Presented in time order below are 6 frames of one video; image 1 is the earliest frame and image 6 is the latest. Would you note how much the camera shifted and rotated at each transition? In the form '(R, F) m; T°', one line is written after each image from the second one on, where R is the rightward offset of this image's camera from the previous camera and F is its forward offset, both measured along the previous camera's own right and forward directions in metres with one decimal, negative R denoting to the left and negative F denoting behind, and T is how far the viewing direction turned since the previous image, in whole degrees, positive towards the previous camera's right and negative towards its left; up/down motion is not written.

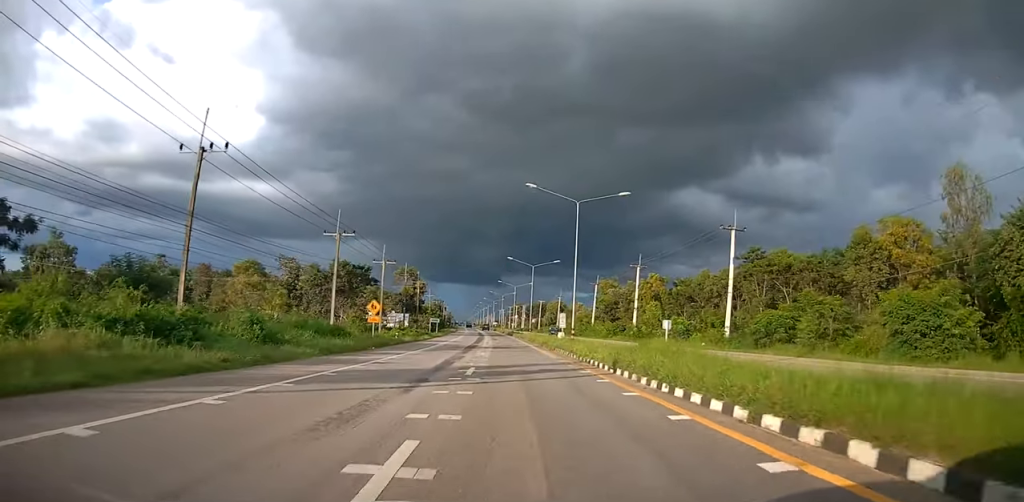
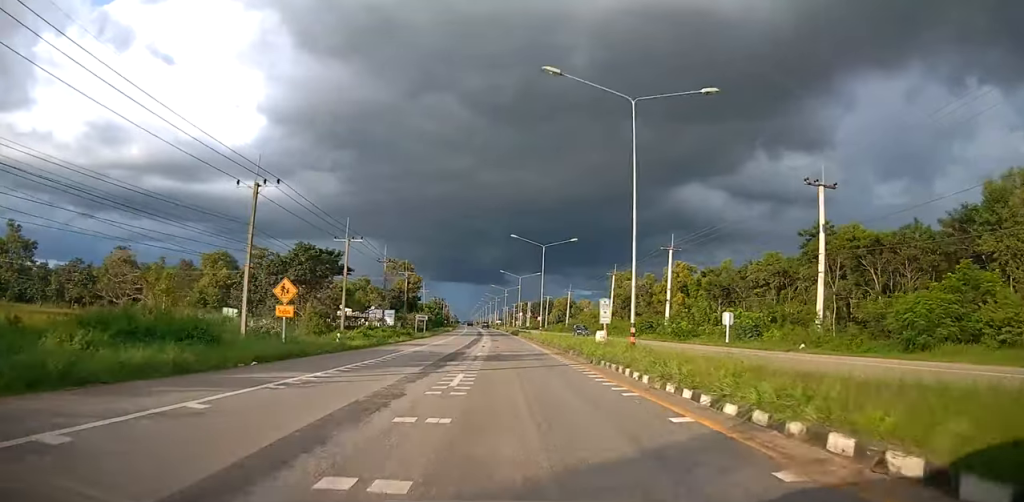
(-0.4, +15.5) m; 0°
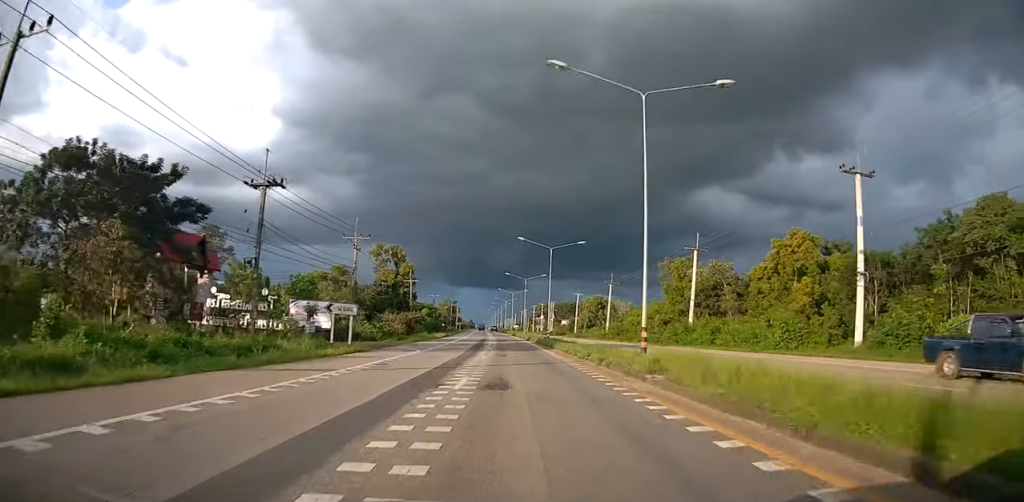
(+0.2, +36.8) m; -1°
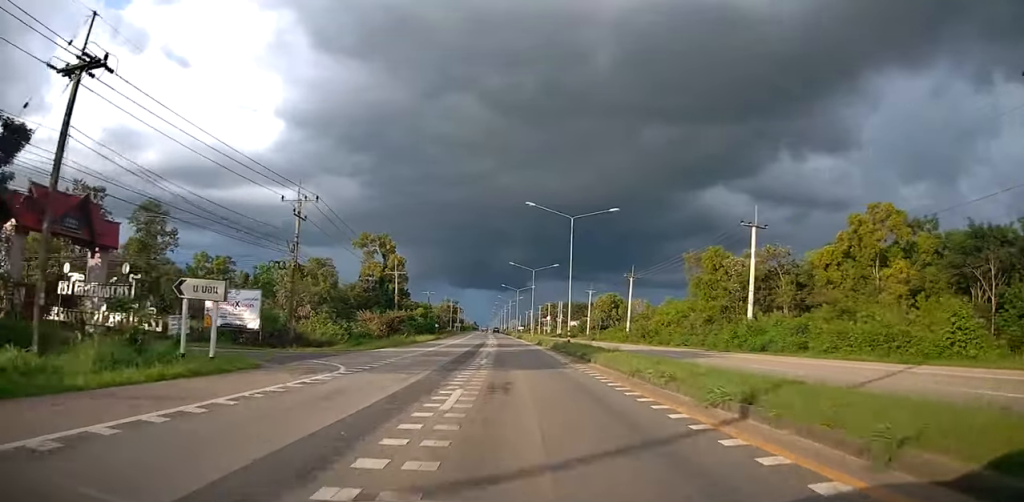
(-0.2, +15.1) m; -1°
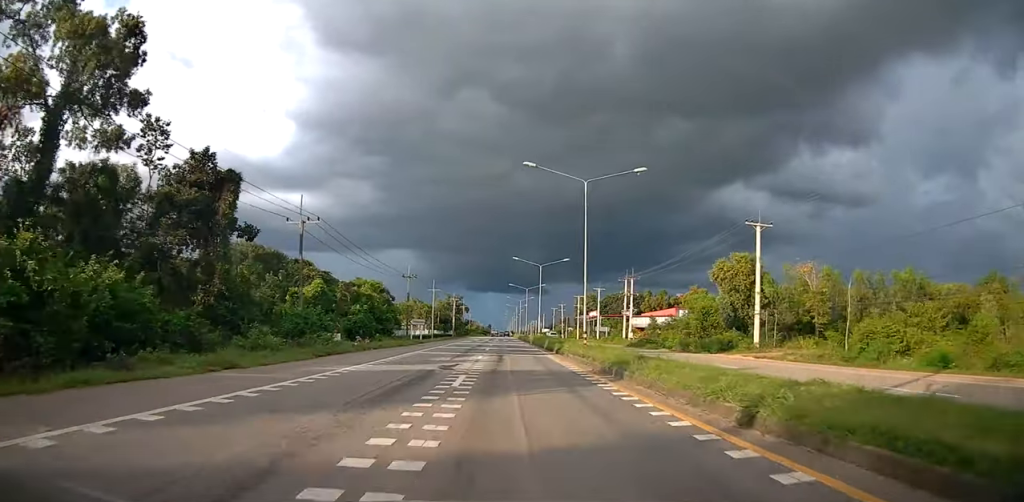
(-1.6, +80.8) m; -2°
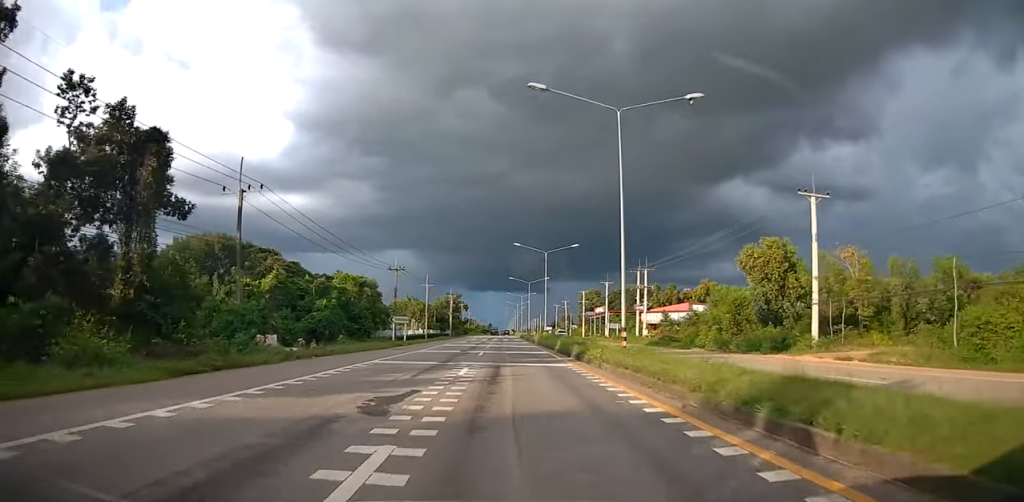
(-0.1, +9.5) m; 0°
